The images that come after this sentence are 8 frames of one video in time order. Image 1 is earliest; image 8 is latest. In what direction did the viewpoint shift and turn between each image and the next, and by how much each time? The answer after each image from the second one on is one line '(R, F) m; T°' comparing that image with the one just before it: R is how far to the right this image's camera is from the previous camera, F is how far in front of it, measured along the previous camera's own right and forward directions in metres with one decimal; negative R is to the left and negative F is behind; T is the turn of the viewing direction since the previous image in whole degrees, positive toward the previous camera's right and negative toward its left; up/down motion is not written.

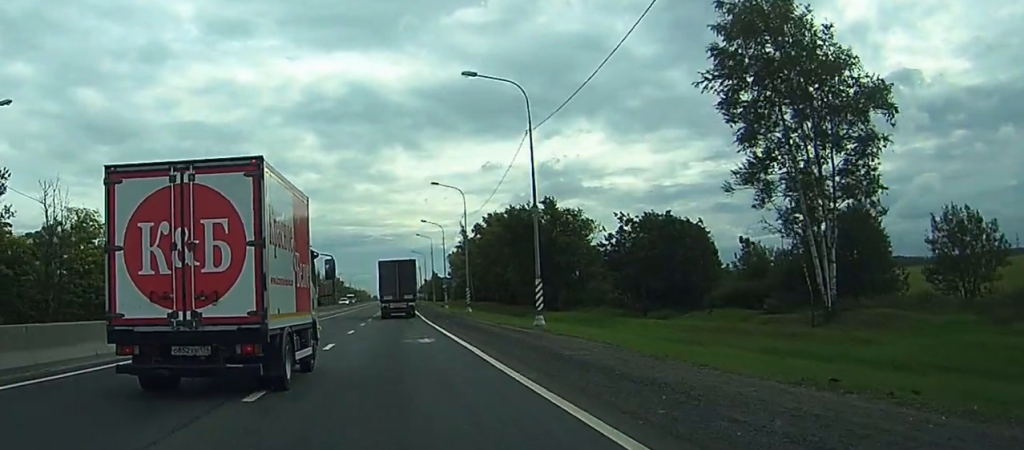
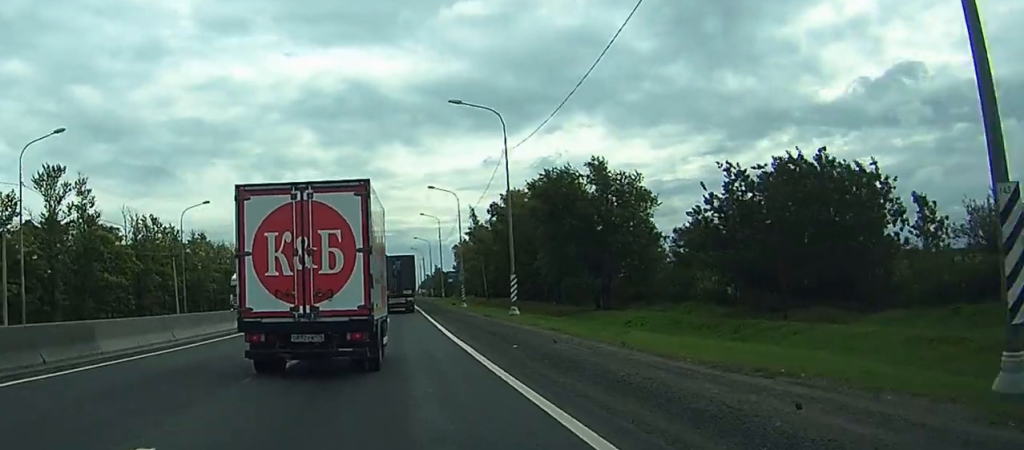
(-0.6, +30.9) m; -2°
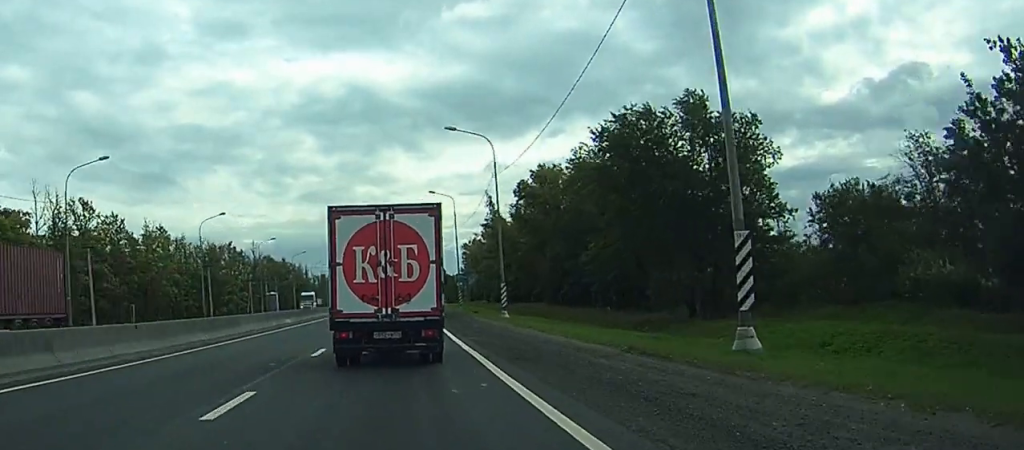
(+0.4, +31.4) m; +1°
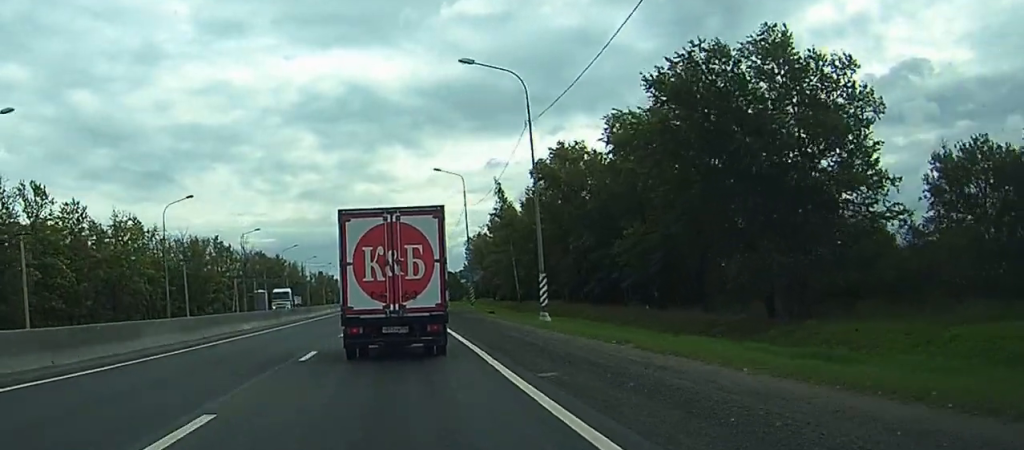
(0.0, +14.5) m; 0°
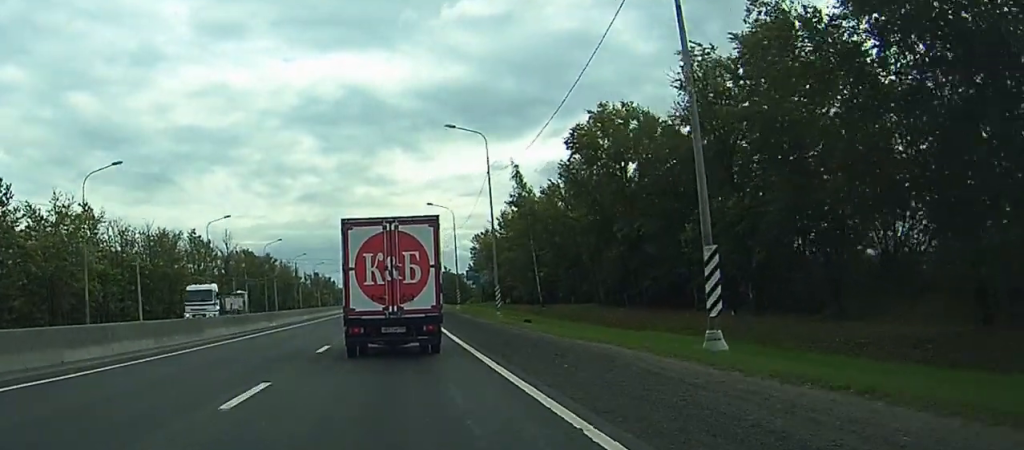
(+0.2, +20.8) m; +2°
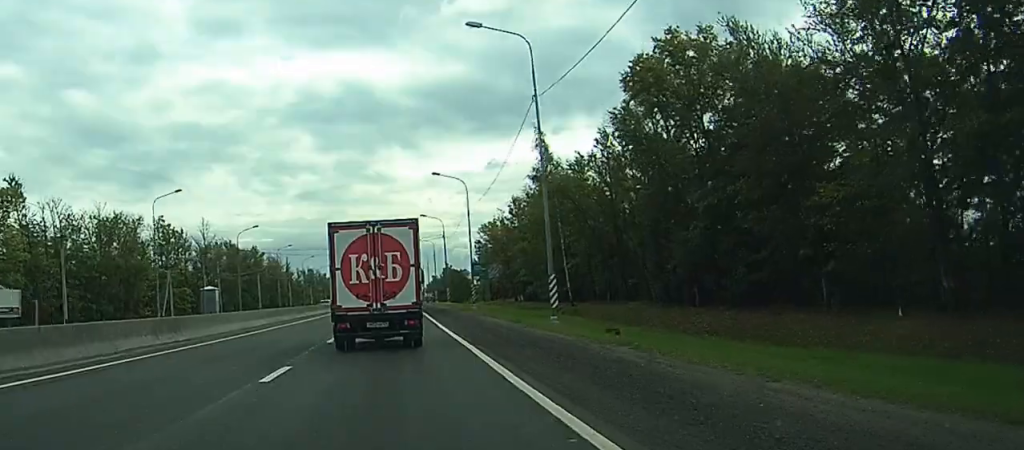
(+0.5, +20.6) m; -1°
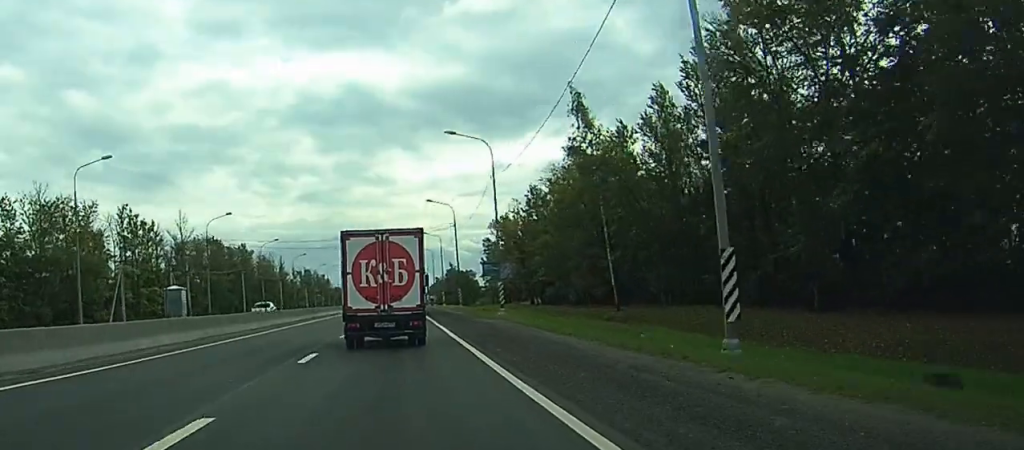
(-0.6, +19.2) m; -2°
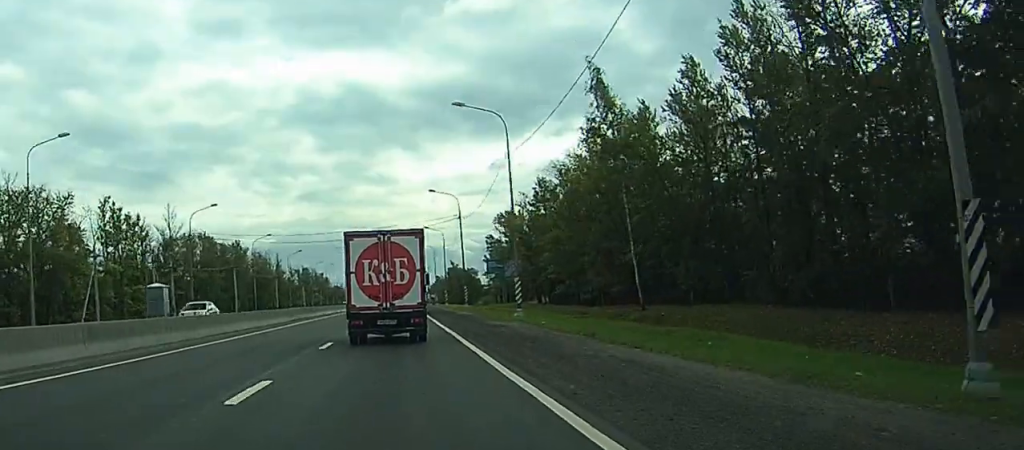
(0.0, +7.7) m; 0°
